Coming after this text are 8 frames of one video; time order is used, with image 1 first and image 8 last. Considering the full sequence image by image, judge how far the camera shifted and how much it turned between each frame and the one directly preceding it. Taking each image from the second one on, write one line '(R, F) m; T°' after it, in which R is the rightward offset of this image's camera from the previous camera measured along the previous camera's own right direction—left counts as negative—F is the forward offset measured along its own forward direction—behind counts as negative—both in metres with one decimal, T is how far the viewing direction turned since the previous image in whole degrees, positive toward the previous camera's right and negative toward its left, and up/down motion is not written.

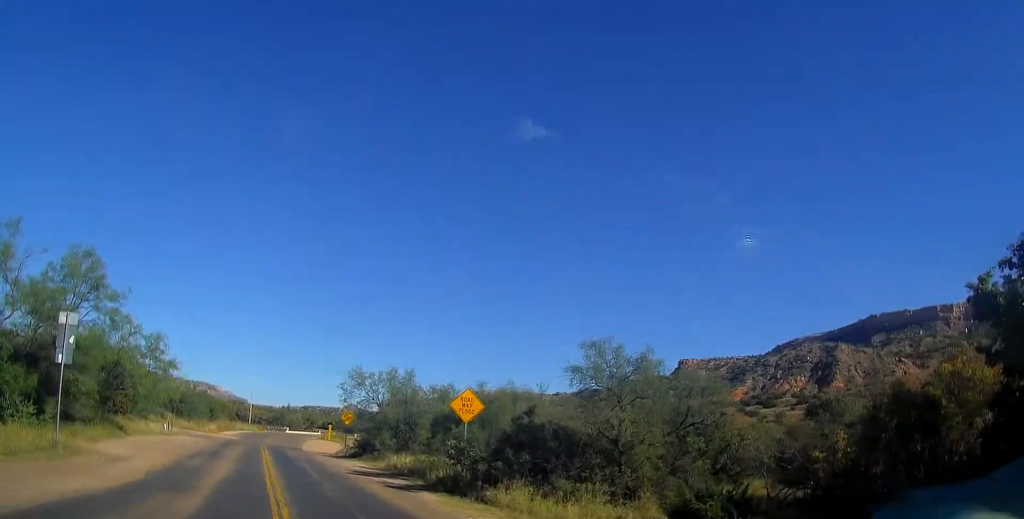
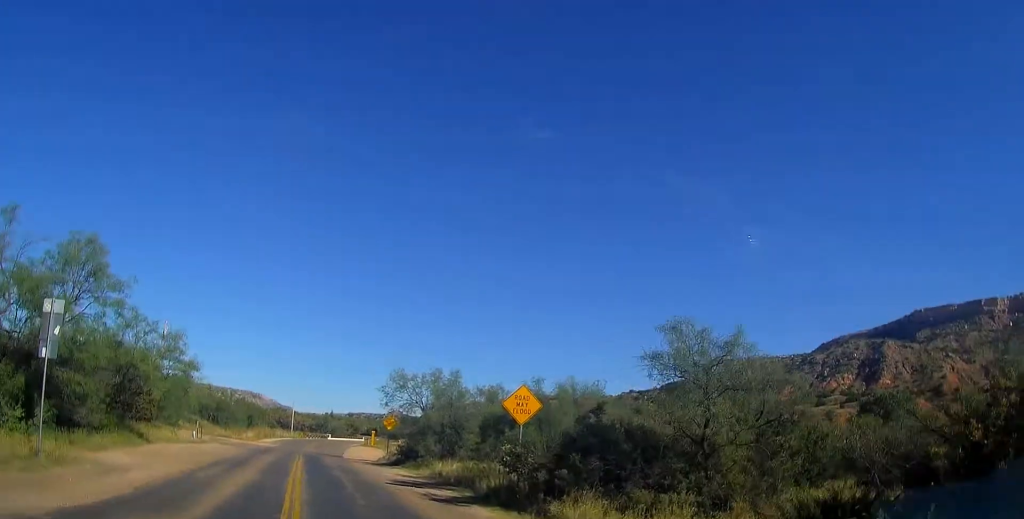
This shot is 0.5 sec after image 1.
(0.0, +2.9) m; -2°
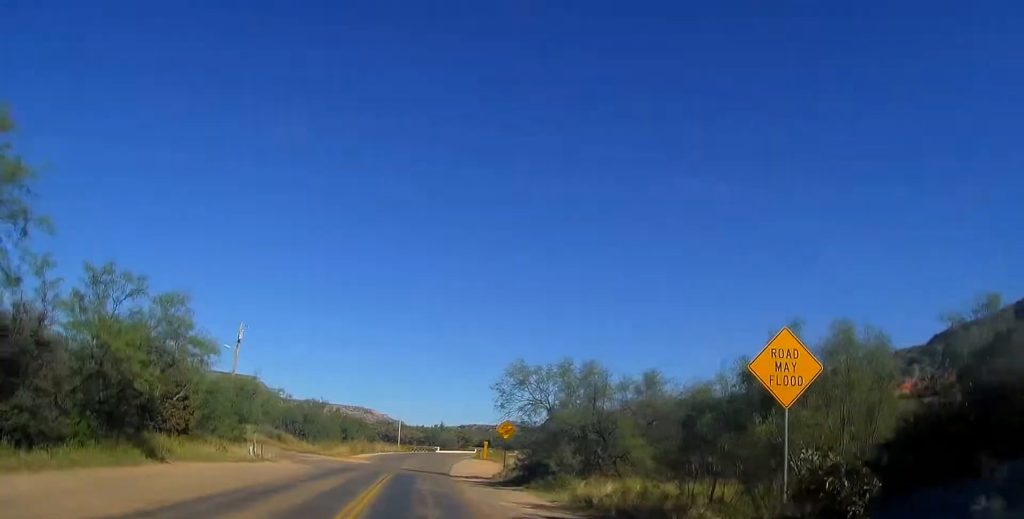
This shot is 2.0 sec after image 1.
(-0.8, +9.8) m; -13°
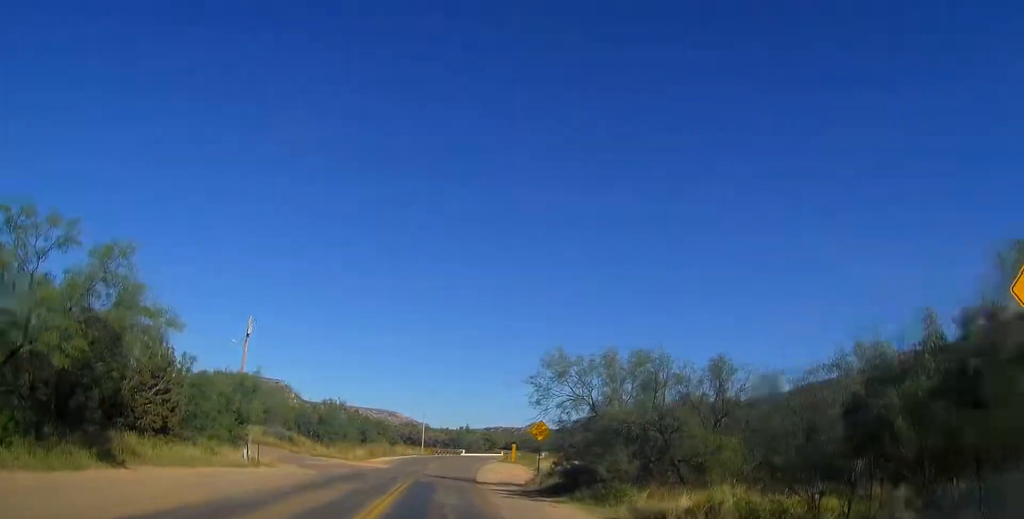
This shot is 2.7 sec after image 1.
(-0.4, +4.8) m; -4°
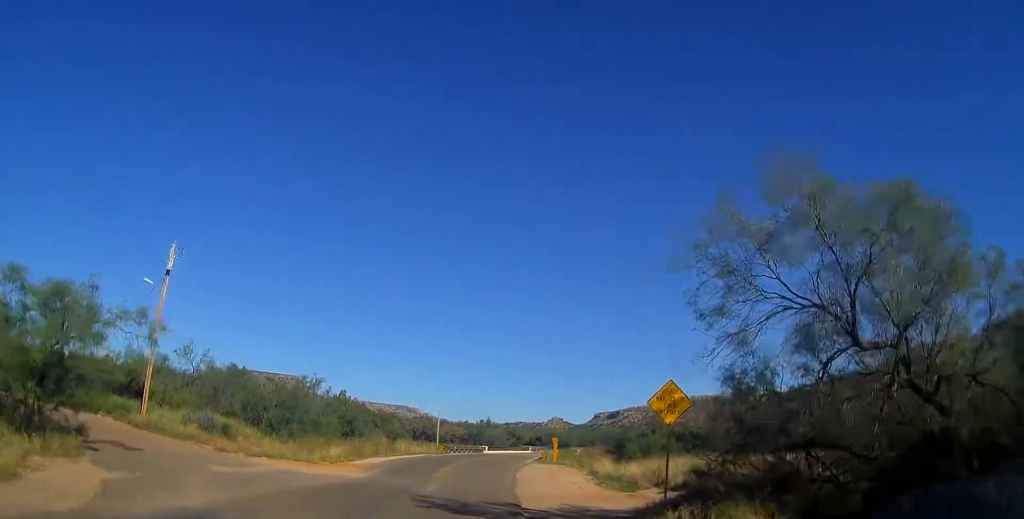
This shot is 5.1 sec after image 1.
(+0.7, +19.6) m; +4°
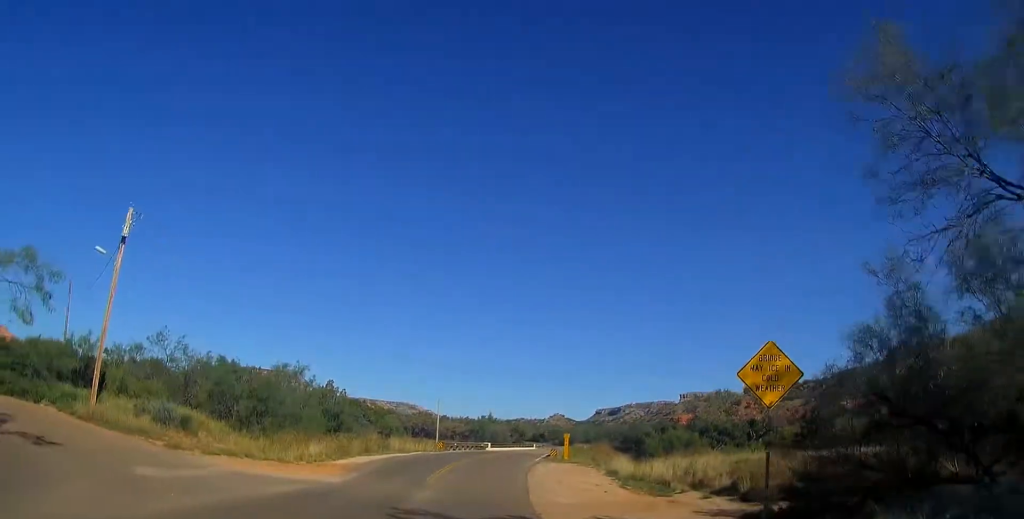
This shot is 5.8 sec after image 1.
(-0.3, +5.7) m; -2°
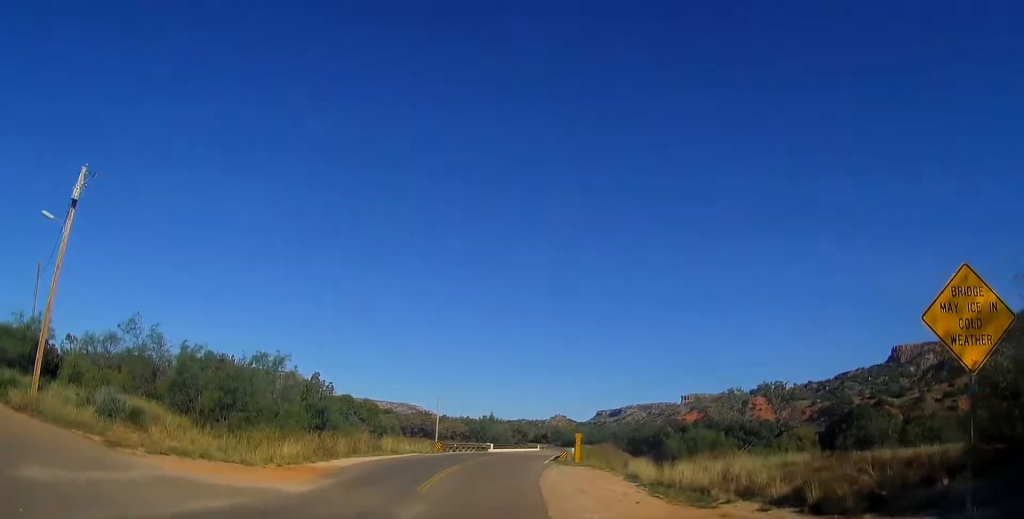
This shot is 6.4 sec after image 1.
(-0.2, +4.9) m; -2°
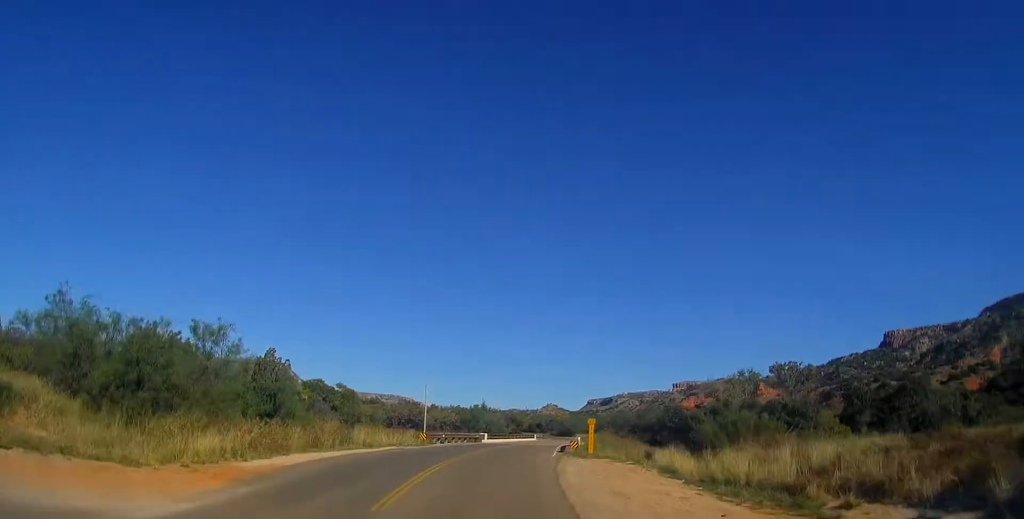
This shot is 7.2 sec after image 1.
(0.0, +7.9) m; +1°
